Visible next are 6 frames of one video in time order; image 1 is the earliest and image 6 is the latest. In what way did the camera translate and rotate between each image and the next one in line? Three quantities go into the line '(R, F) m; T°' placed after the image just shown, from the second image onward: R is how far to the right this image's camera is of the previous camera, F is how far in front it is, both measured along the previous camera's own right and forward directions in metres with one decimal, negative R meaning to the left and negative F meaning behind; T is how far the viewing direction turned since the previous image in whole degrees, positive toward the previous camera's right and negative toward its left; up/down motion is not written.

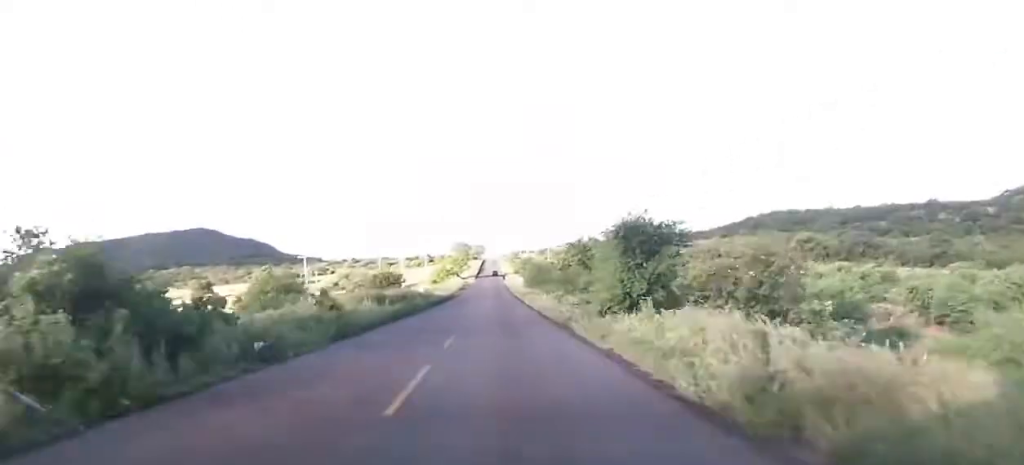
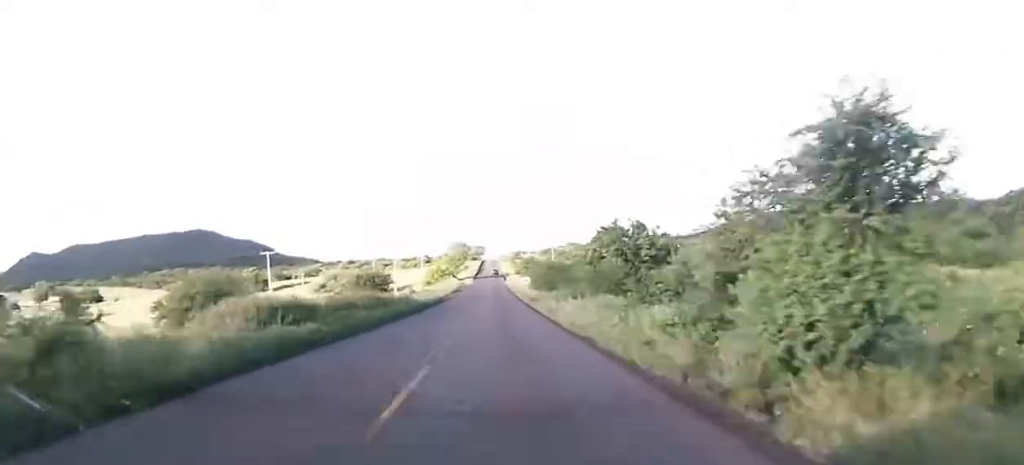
(-0.1, +16.1) m; +1°
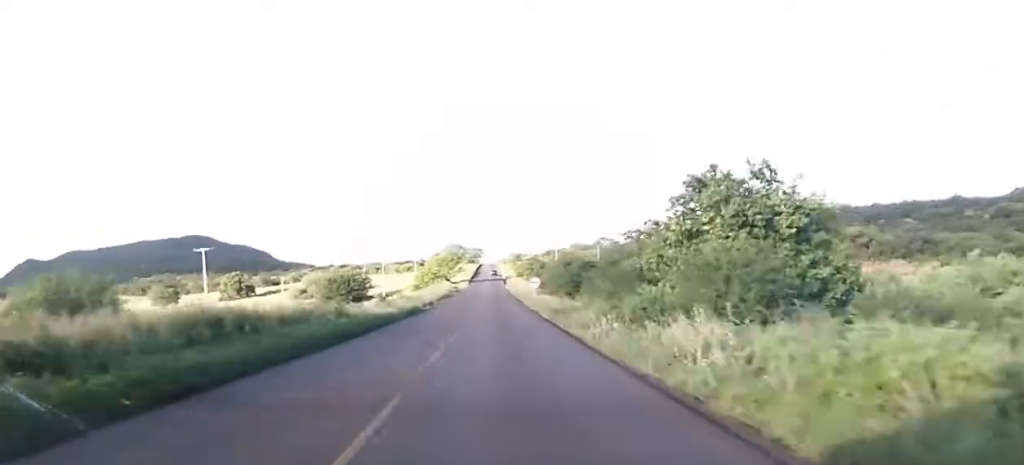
(+0.4, +18.5) m; 0°
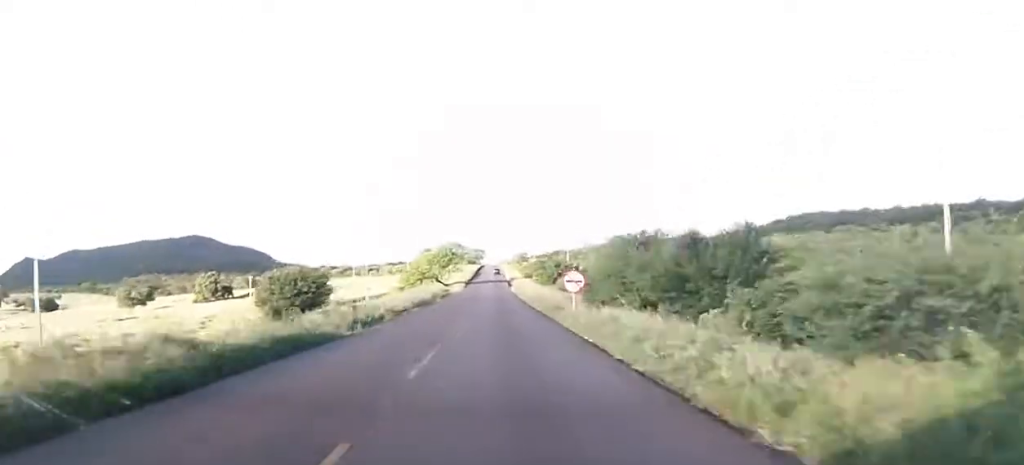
(0.0, +26.2) m; 0°
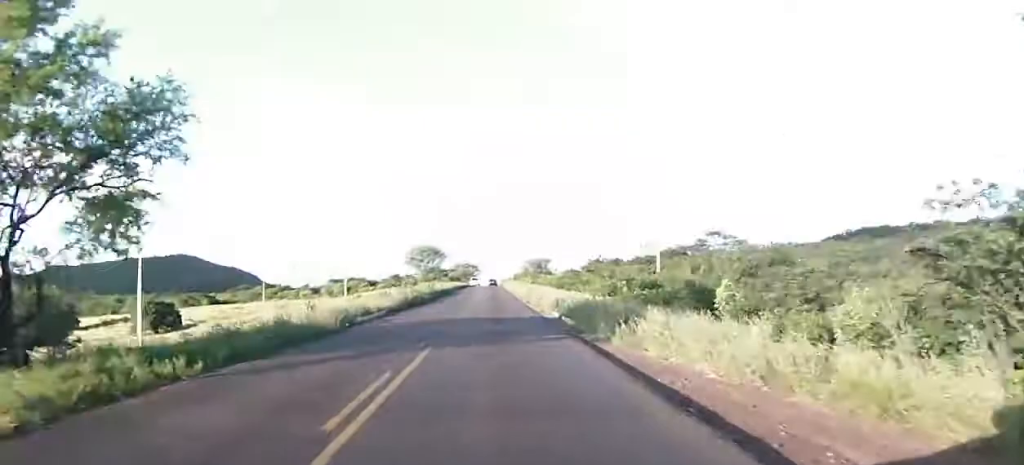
(-1.0, +98.5) m; -1°
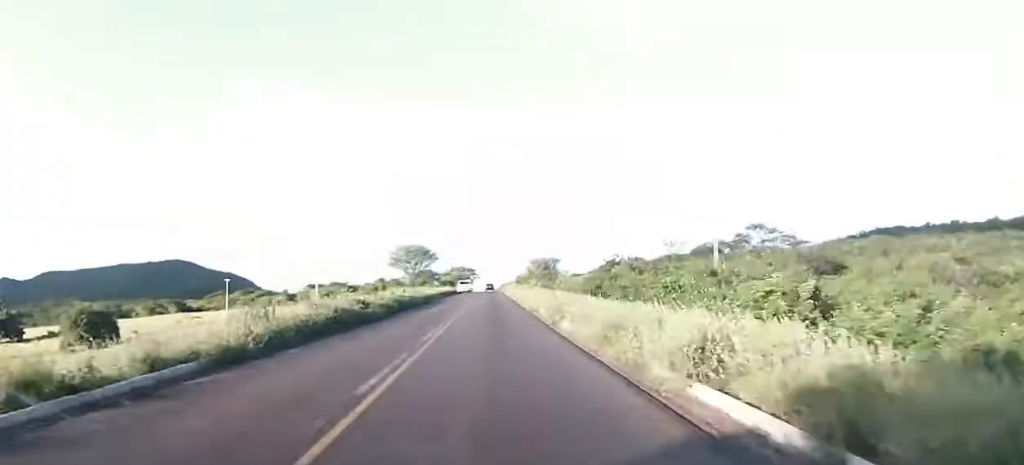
(0.0, +21.5) m; 0°
